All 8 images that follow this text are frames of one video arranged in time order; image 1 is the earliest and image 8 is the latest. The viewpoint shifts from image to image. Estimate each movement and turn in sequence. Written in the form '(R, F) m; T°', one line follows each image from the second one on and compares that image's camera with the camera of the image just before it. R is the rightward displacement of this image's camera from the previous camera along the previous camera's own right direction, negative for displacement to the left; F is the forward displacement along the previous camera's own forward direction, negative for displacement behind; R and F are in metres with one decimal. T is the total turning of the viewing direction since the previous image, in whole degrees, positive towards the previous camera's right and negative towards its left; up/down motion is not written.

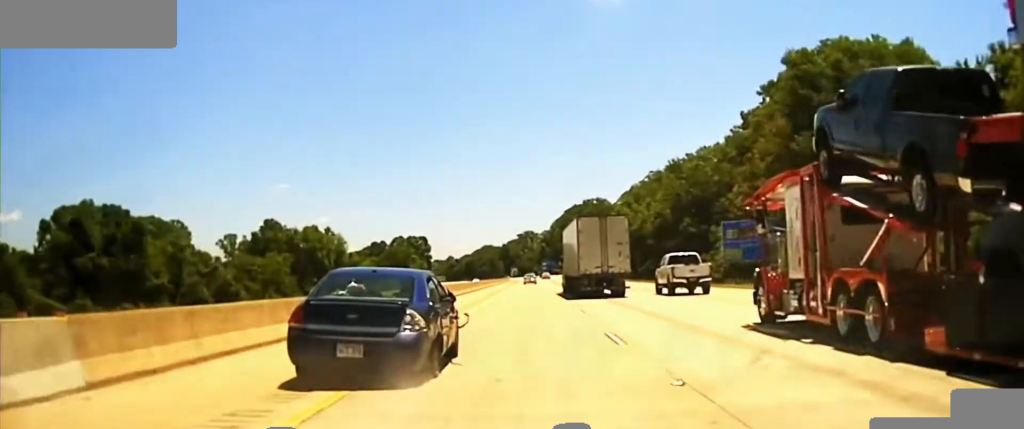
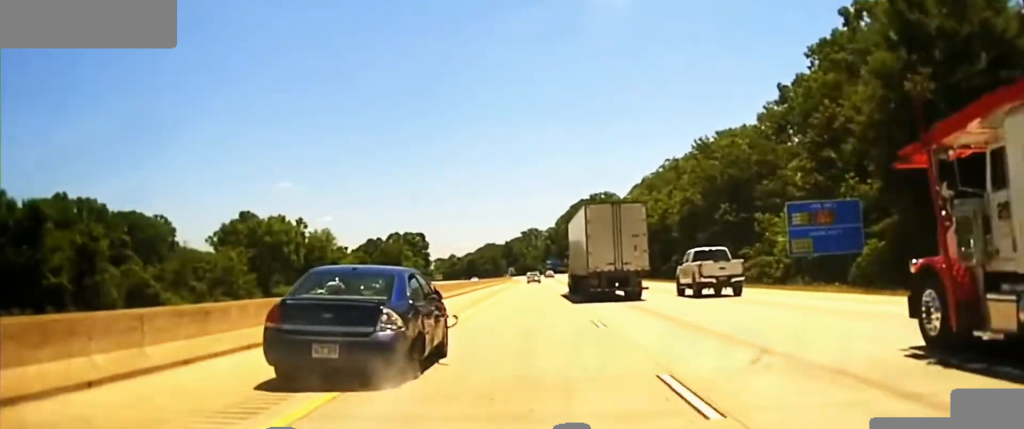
(-0.1, +18.7) m; 0°
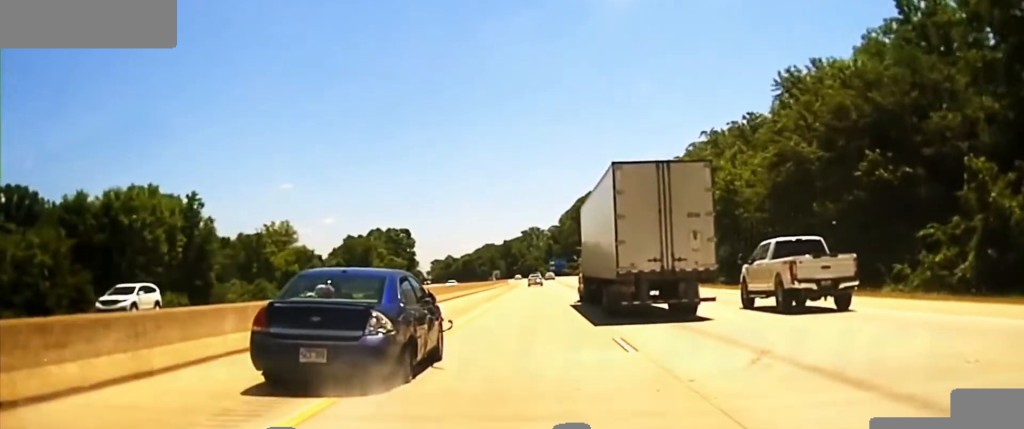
(0.0, +34.5) m; 0°
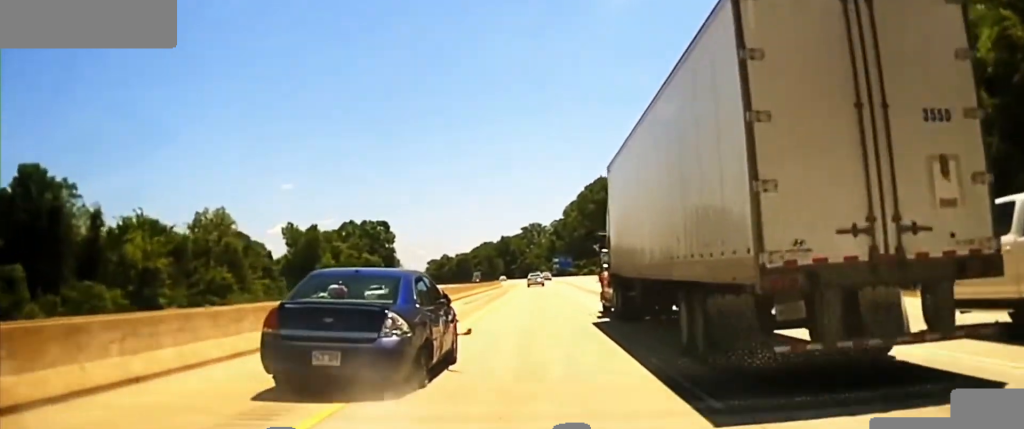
(+0.3, +33.5) m; 0°
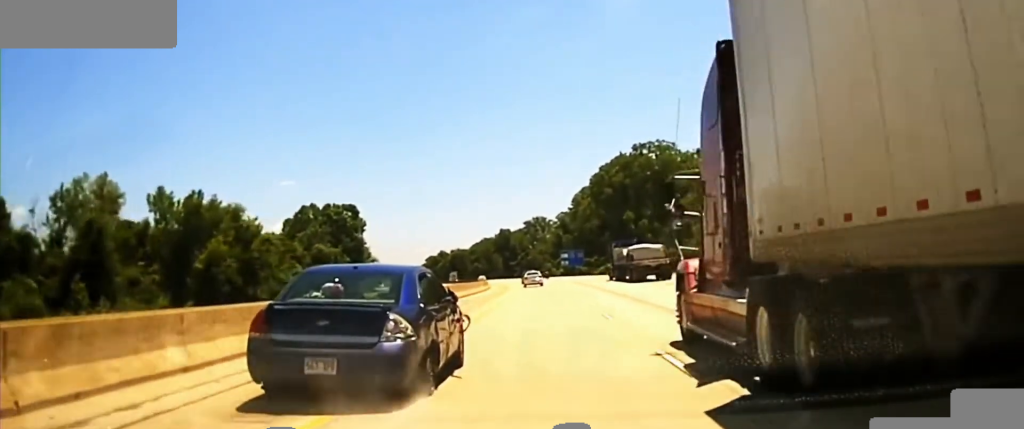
(-0.2, +38.6) m; -1°
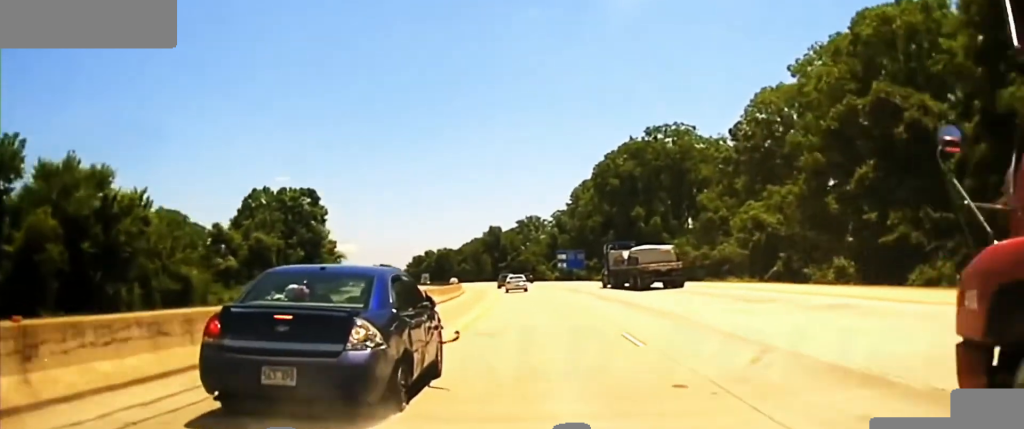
(-0.2, +31.2) m; -1°
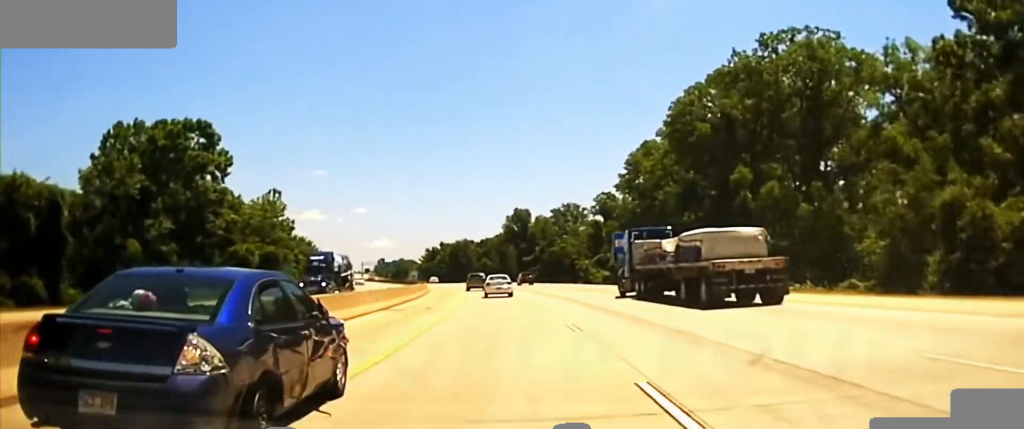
(-0.8, +73.5) m; -2°
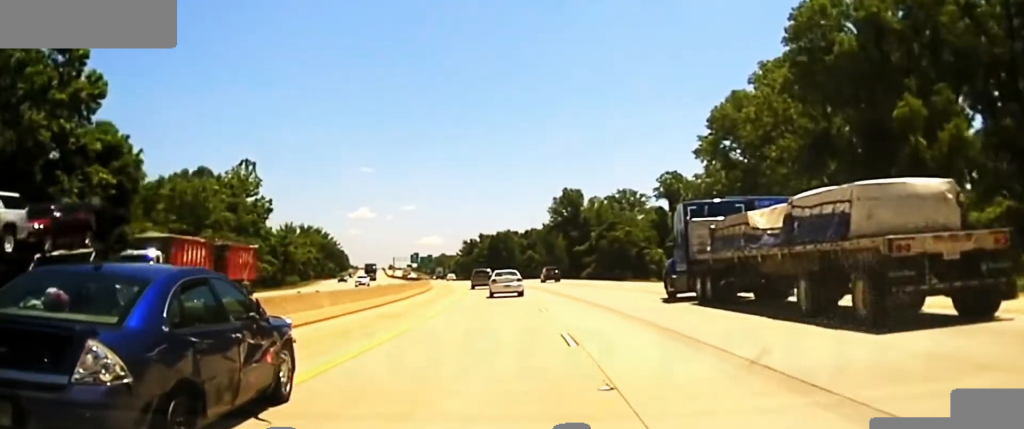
(-1.1, +41.4) m; -3°
